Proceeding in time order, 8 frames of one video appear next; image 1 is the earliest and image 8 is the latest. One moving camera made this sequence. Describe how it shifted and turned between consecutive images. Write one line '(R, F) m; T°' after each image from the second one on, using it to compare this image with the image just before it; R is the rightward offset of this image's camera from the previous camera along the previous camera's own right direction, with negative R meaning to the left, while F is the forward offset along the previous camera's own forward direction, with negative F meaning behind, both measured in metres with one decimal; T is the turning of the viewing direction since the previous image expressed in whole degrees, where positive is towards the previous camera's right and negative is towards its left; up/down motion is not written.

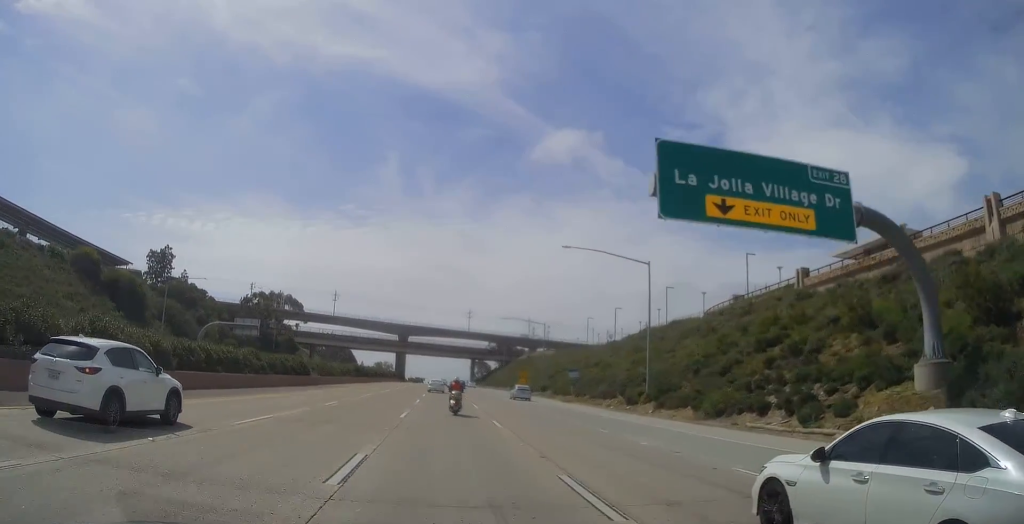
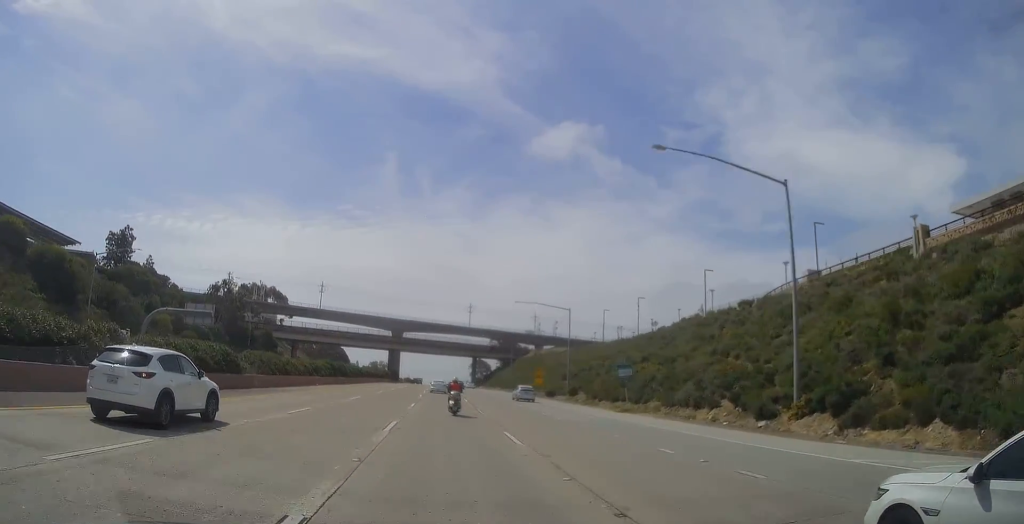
(+0.5, +20.4) m; 0°
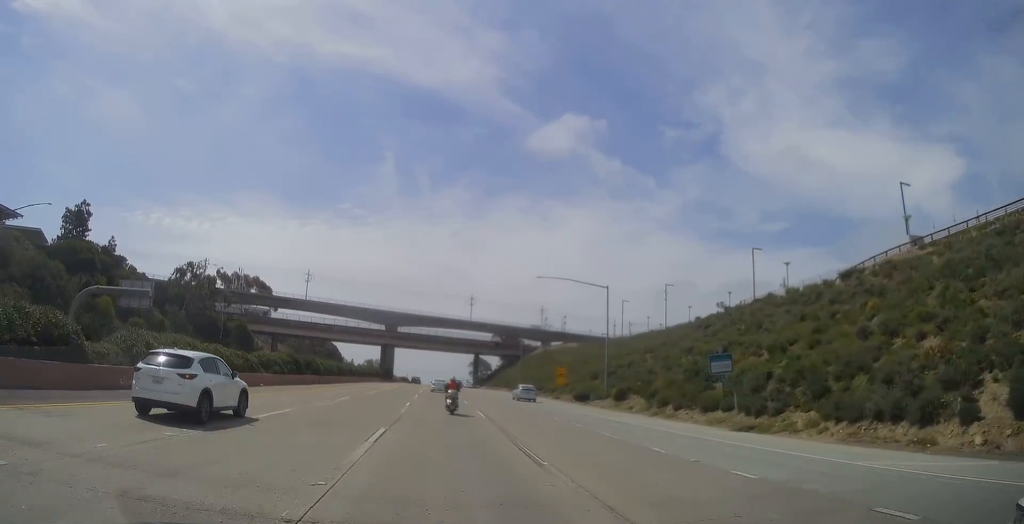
(-0.3, +18.4) m; 0°
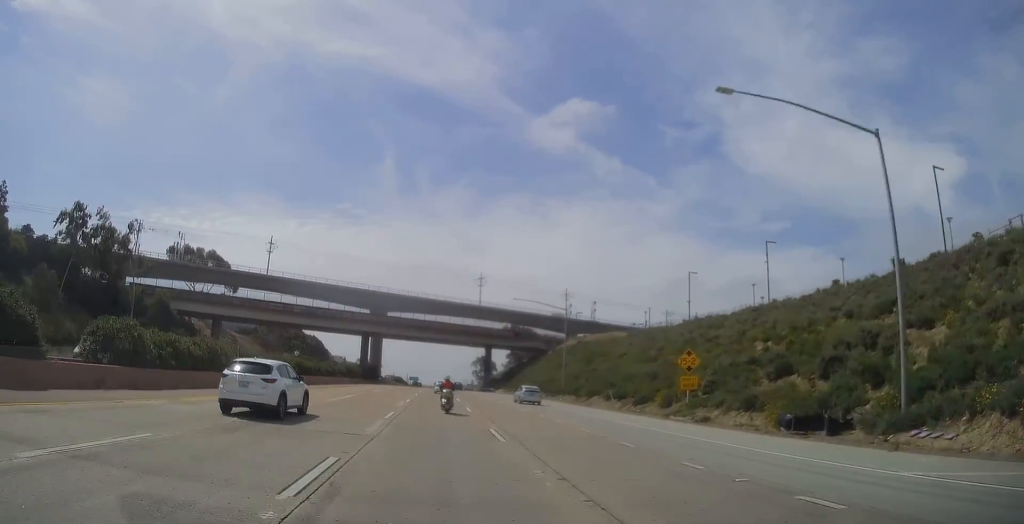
(+0.1, +39.9) m; +1°
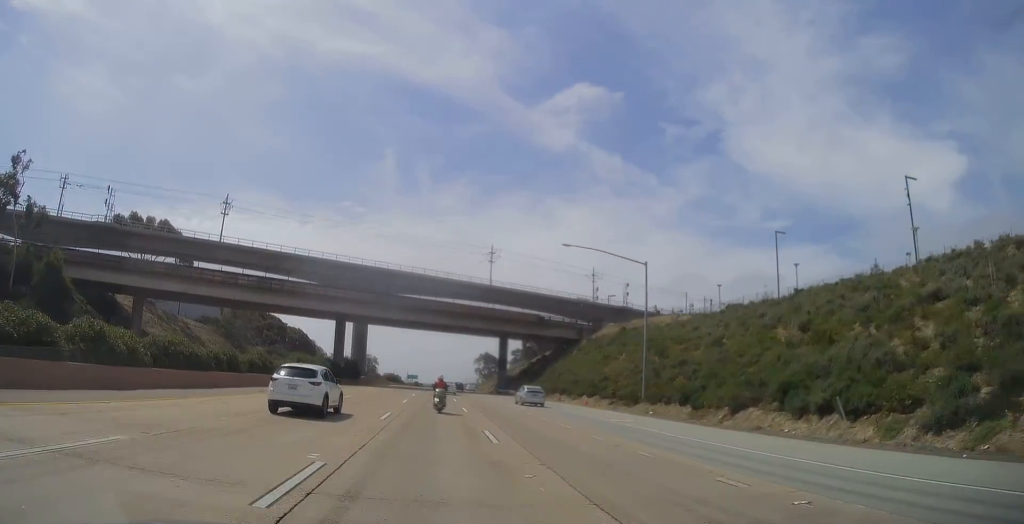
(+0.2, +29.9) m; -1°
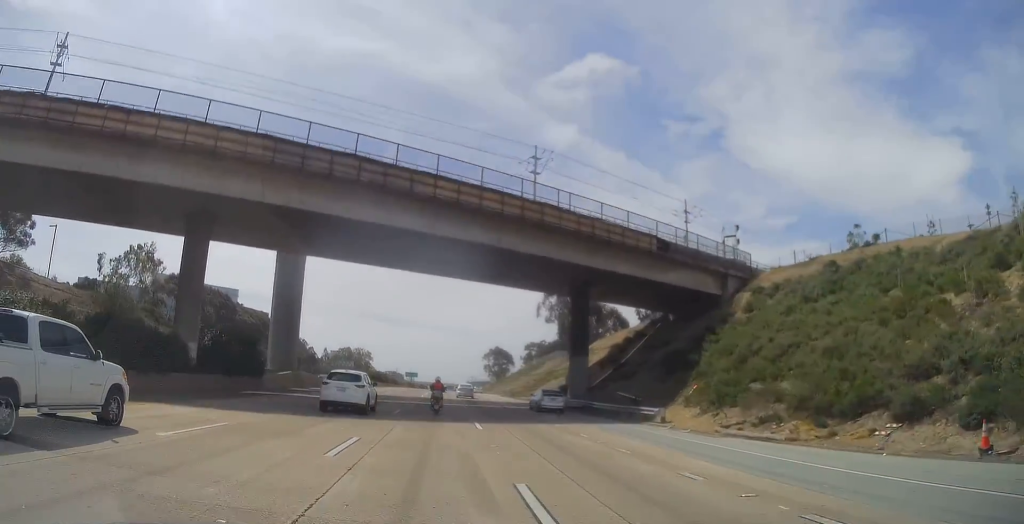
(-0.6, +54.0) m; 0°
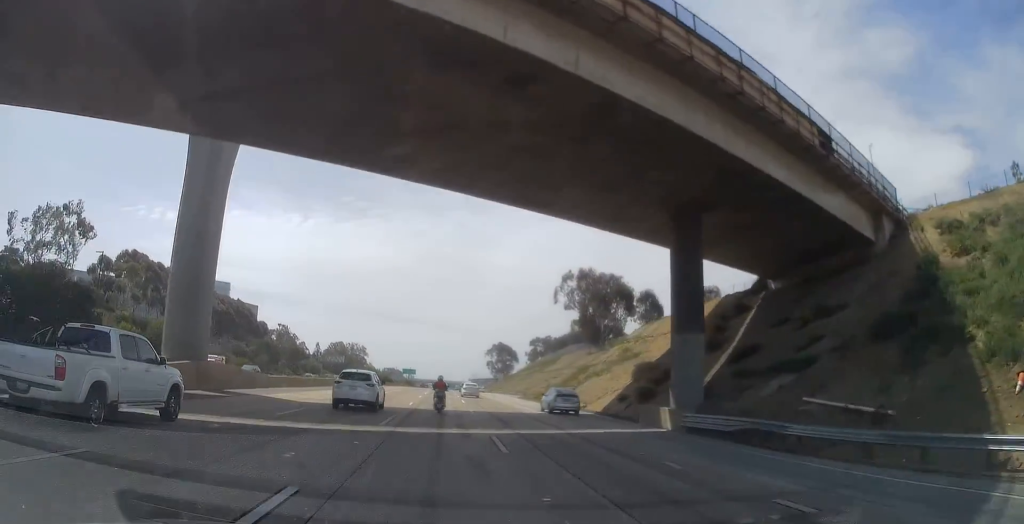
(+0.3, +21.5) m; +1°
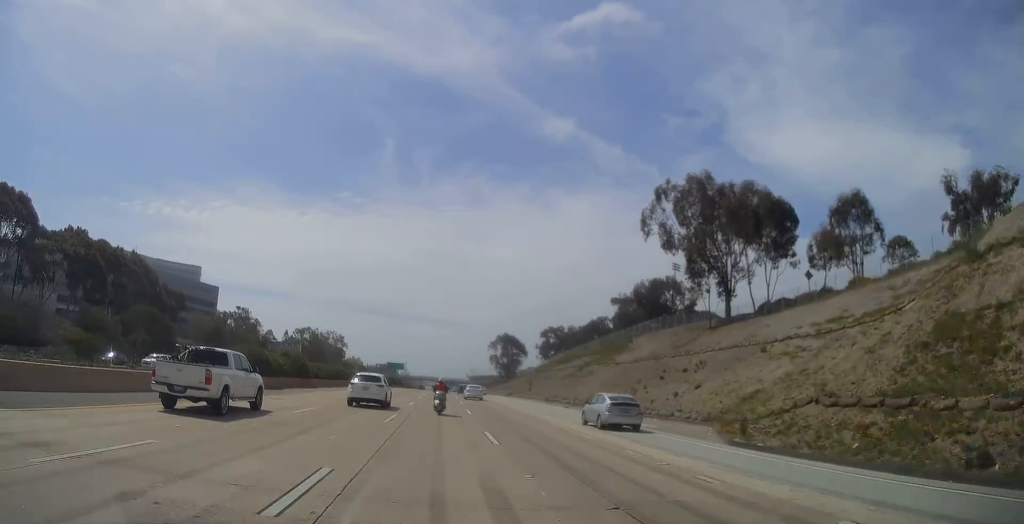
(-1.3, +56.1) m; -1°
